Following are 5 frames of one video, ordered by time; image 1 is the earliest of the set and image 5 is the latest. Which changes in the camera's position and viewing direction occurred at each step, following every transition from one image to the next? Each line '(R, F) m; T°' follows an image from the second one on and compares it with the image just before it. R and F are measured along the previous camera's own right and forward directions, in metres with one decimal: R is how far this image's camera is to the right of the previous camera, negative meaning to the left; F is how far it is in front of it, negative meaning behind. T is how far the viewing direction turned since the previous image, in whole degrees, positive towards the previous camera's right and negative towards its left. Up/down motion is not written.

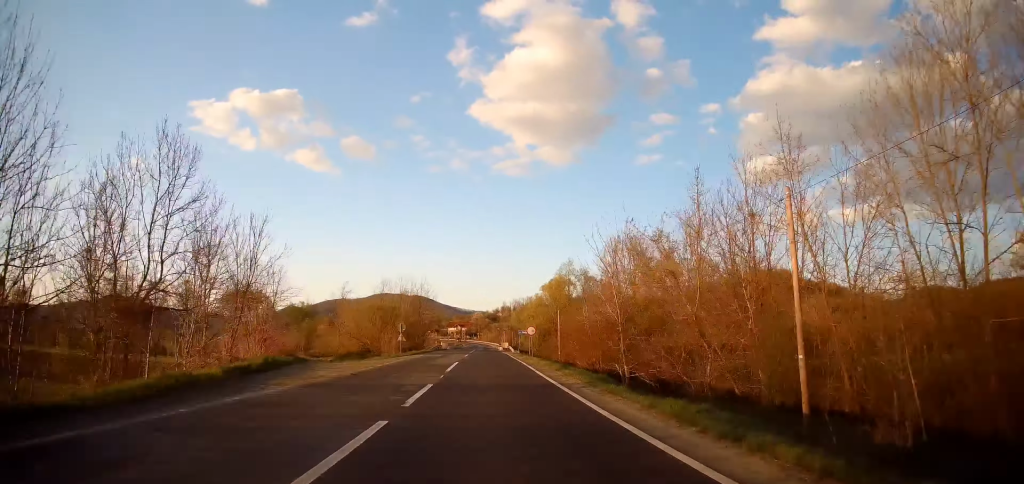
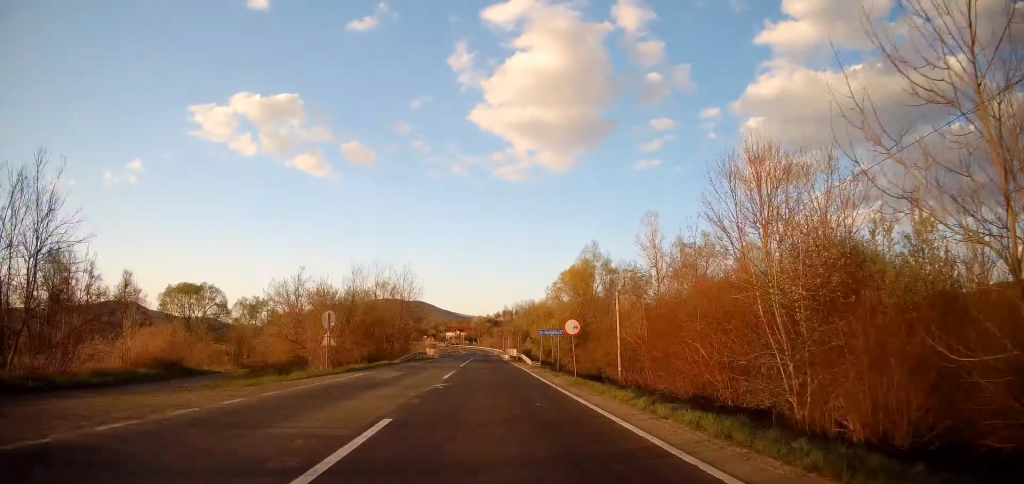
(-0.3, +21.7) m; 0°
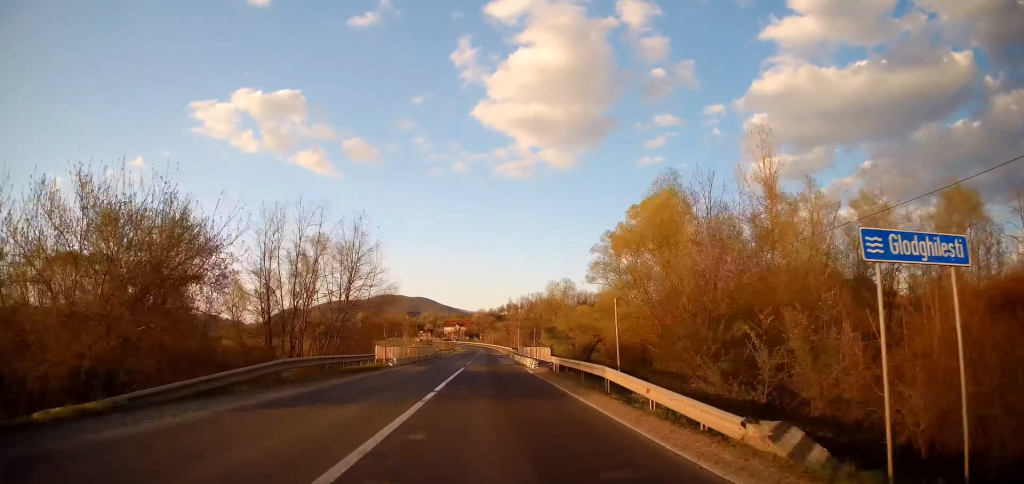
(+0.2, +30.8) m; 0°
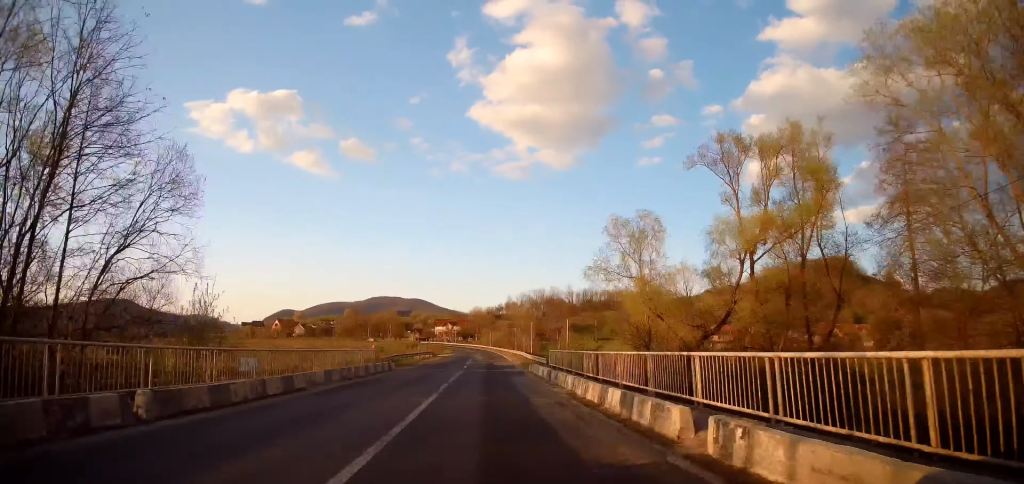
(+0.3, +34.8) m; 0°
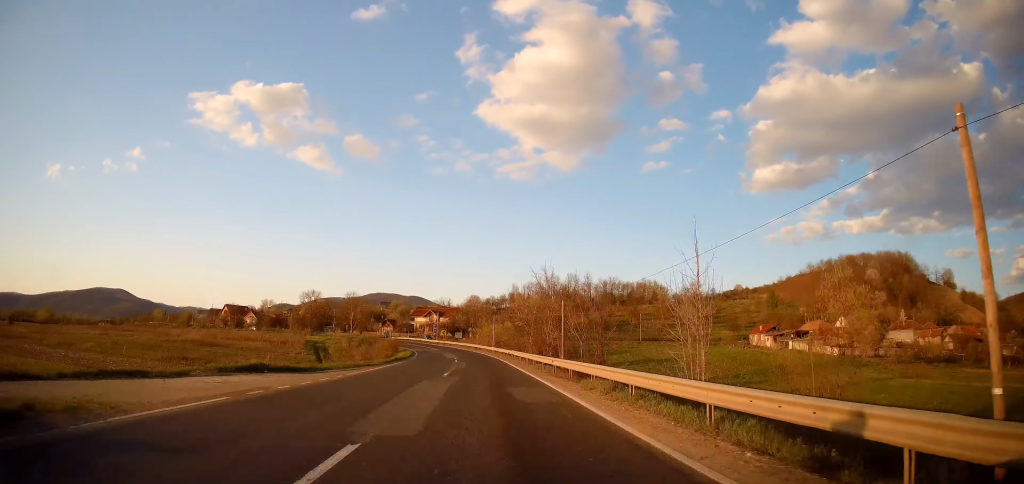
(-0.6, +61.7) m; +1°
